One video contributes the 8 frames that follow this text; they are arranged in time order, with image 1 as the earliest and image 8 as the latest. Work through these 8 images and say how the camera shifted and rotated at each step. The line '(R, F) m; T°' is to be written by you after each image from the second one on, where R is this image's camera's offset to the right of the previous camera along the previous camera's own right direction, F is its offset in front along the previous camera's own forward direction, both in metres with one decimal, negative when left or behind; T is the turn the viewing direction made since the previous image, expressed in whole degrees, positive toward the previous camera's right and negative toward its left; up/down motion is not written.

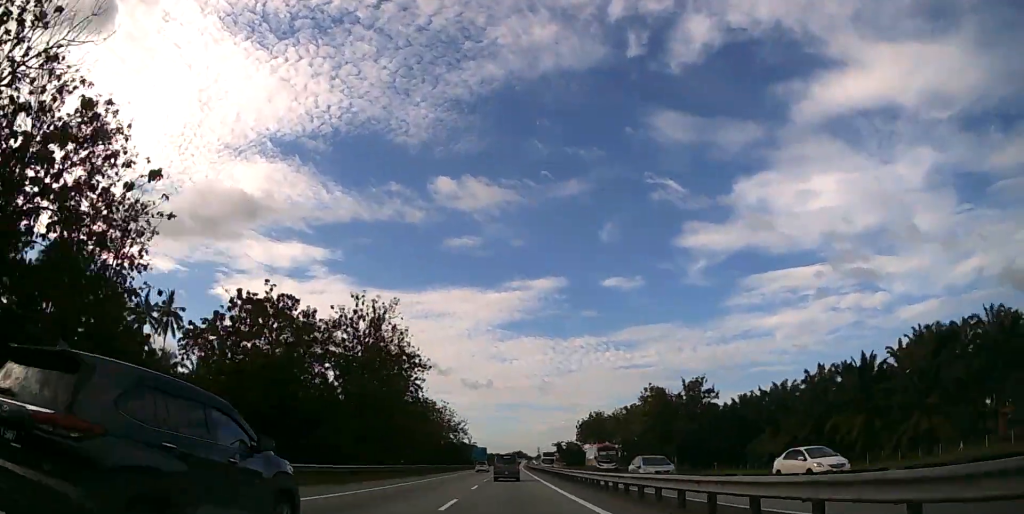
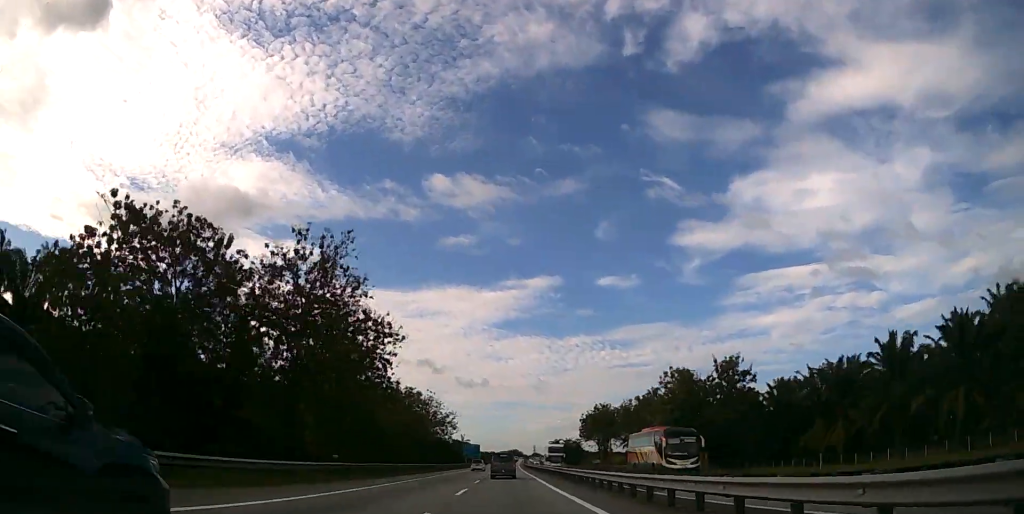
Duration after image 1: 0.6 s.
(0.0, +17.6) m; 0°
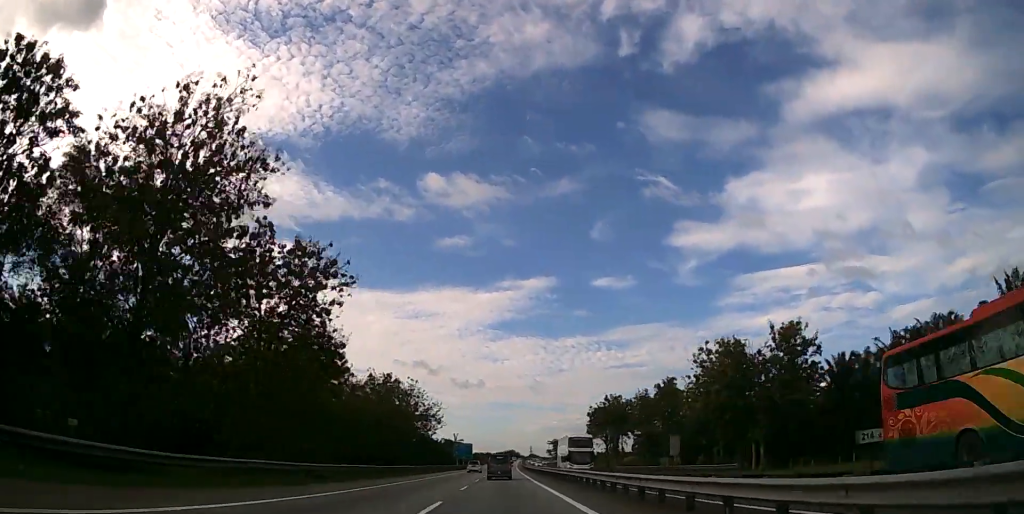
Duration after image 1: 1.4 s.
(0.0, +19.9) m; 0°
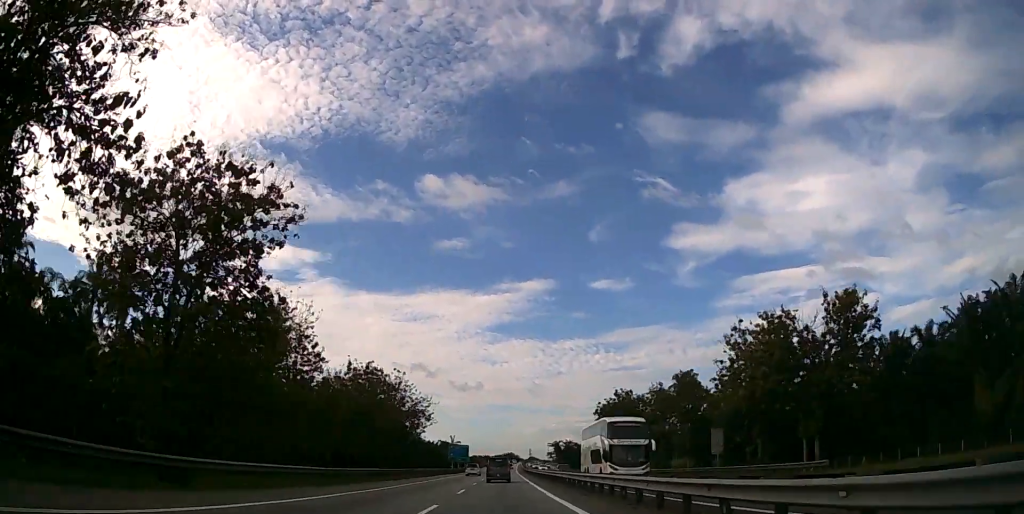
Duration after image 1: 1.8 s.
(+0.1, +12.3) m; 0°
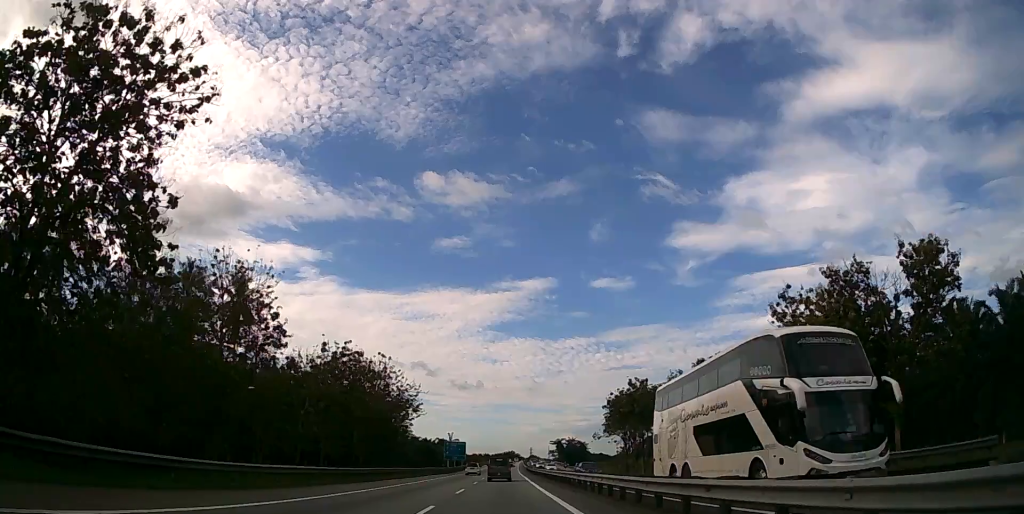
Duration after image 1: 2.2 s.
(0.0, +12.3) m; 0°
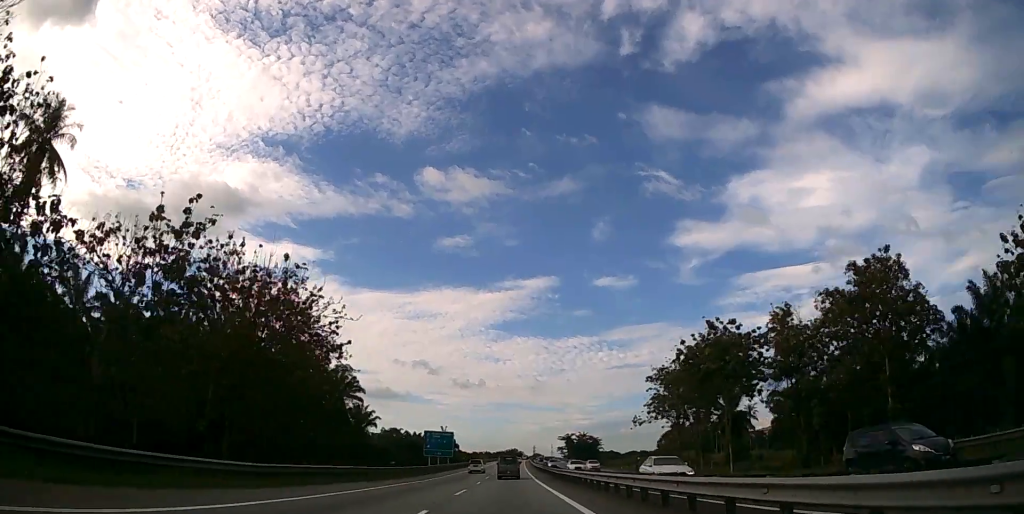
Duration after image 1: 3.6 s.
(+0.2, +38.3) m; 0°
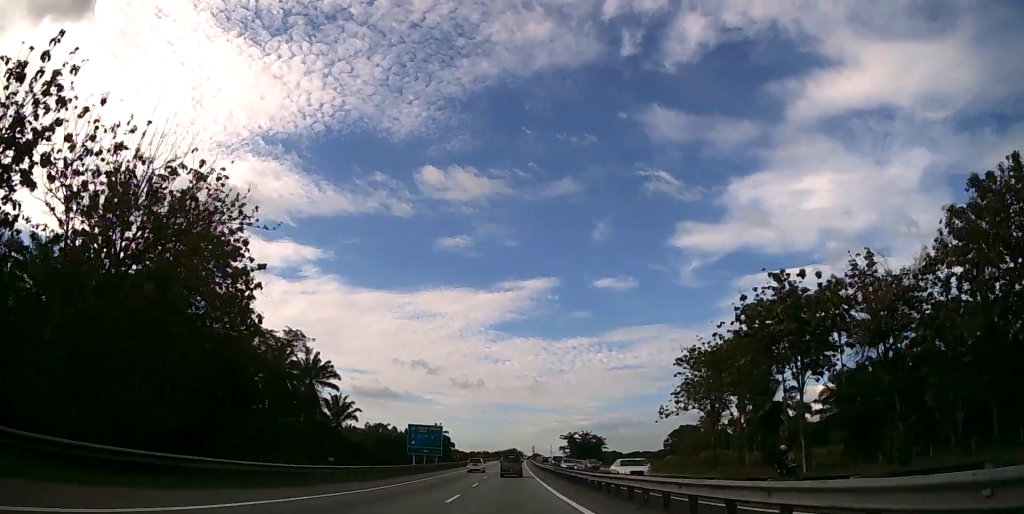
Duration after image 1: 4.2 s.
(0.0, +15.8) m; 0°
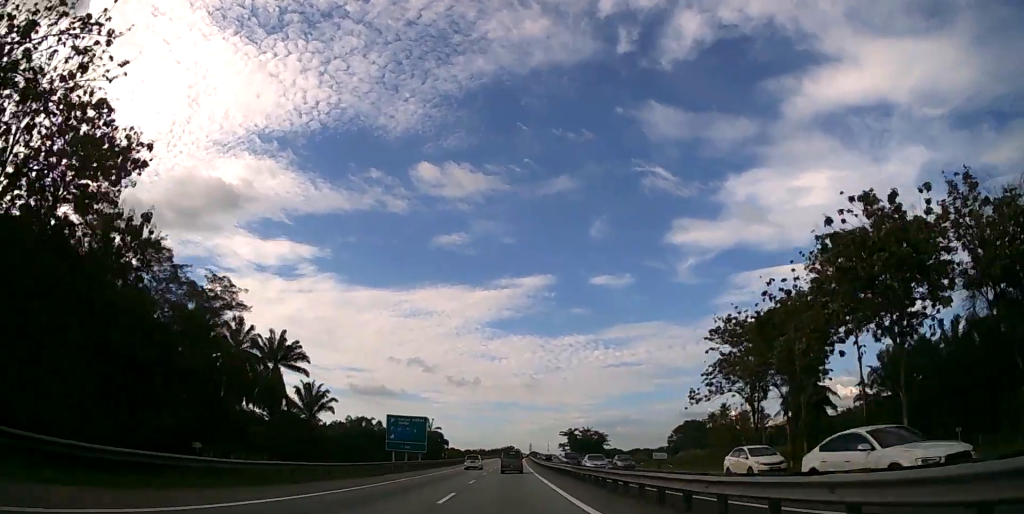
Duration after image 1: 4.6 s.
(0.0, +13.6) m; 0°
